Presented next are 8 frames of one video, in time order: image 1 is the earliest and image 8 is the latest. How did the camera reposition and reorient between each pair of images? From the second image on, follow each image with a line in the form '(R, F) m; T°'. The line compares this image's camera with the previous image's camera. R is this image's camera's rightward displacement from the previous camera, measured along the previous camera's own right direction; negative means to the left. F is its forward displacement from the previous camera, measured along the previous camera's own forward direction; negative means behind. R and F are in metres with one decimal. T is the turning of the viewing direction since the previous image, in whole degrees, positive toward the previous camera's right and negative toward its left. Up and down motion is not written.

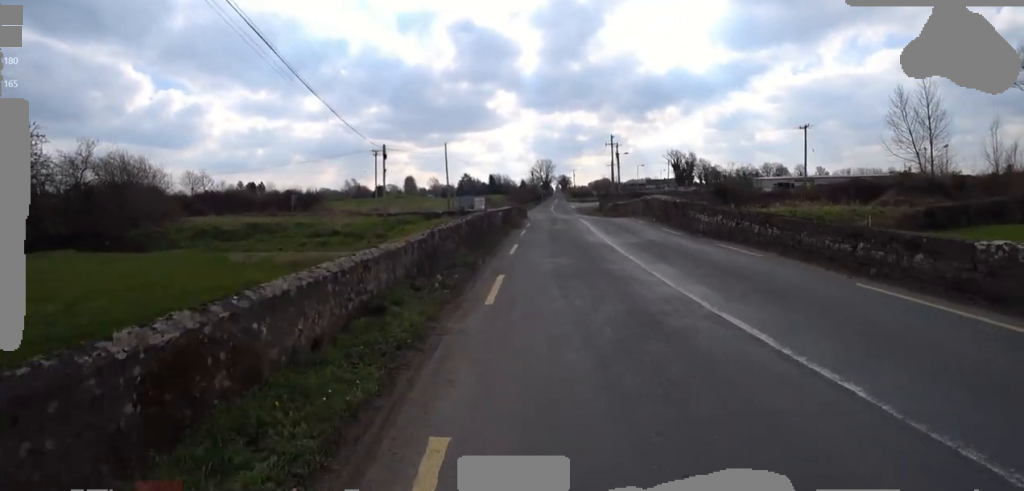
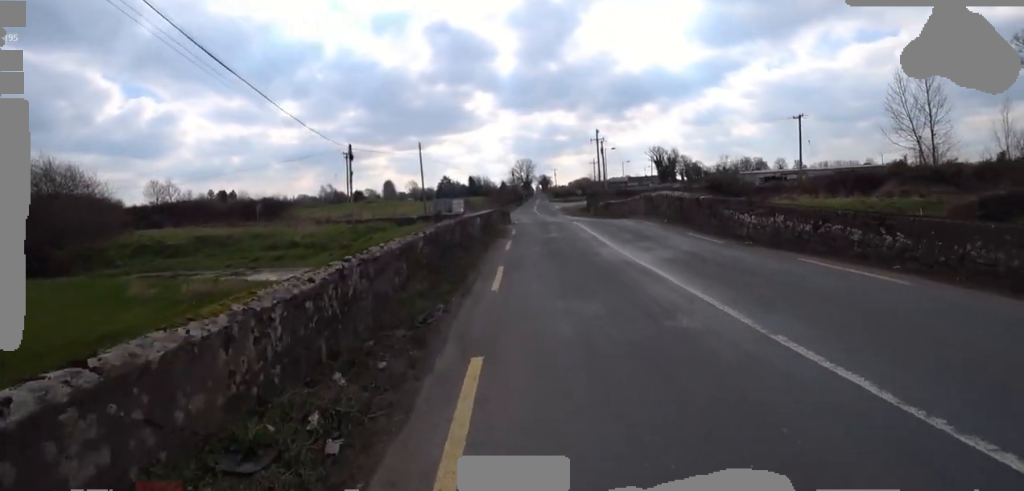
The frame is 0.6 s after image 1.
(+0.3, +3.5) m; +3°
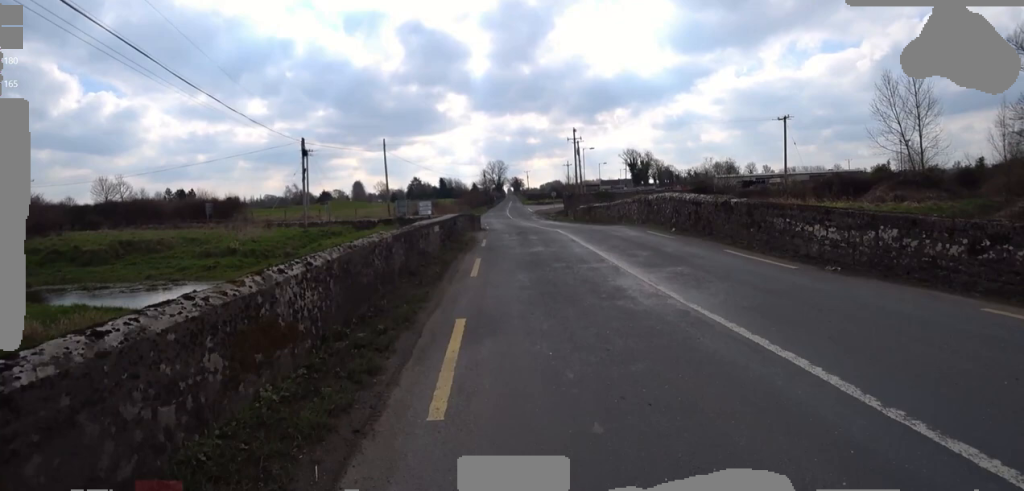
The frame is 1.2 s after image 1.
(+0.3, +3.4) m; +1°
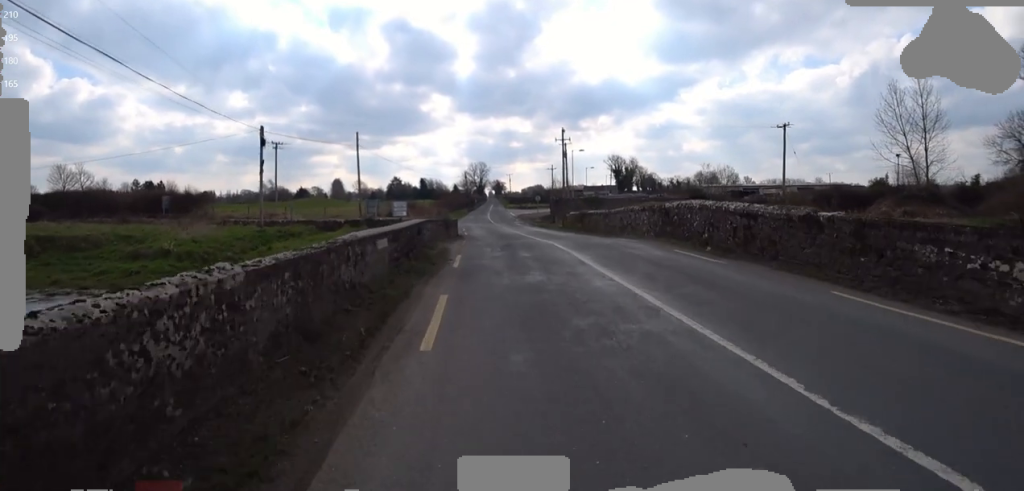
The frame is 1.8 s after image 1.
(-0.3, +3.2) m; -4°
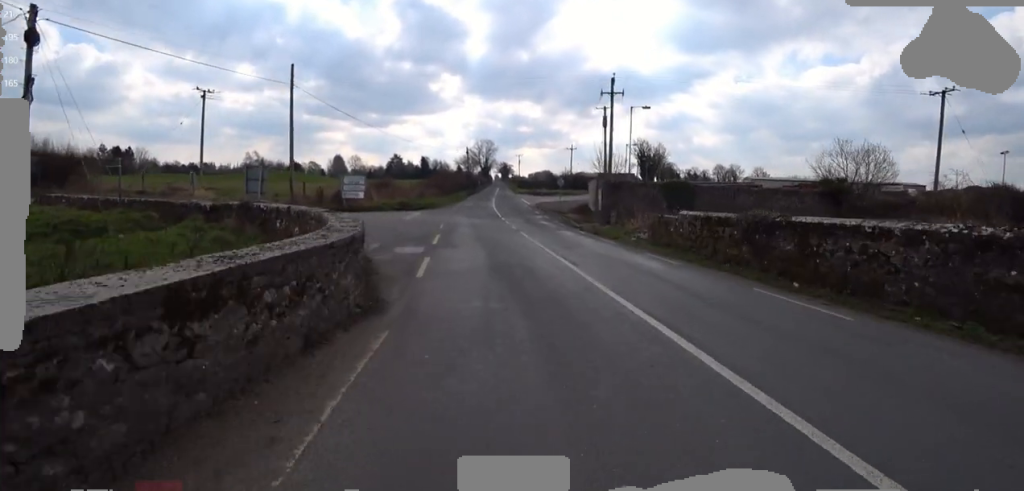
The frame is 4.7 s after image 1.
(-2.2, +15.4) m; -24°
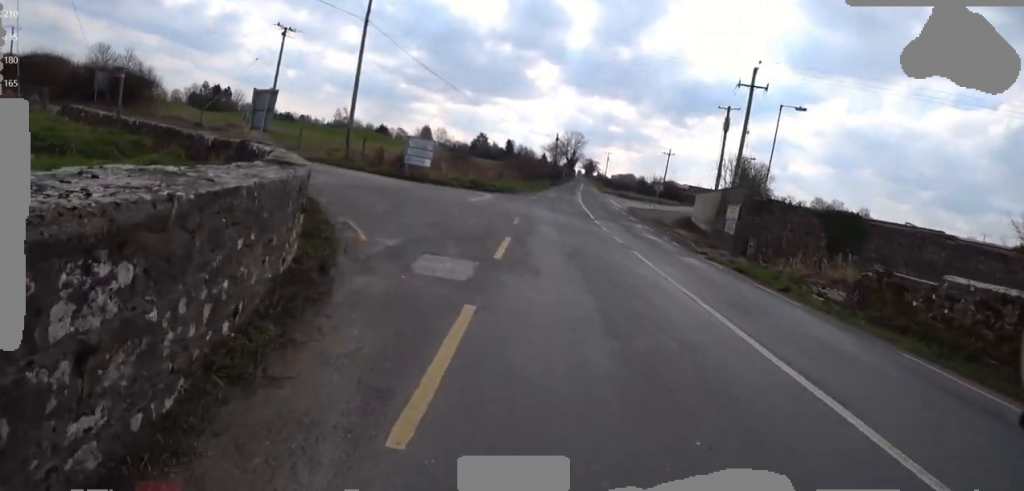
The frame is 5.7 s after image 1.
(-0.6, +5.2) m; -8°
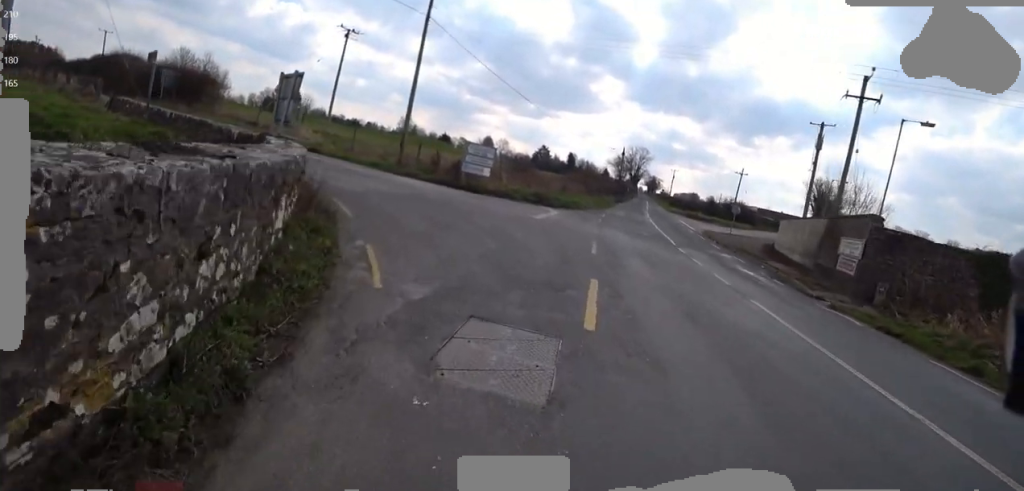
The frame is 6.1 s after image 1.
(-0.1, +2.3) m; -2°
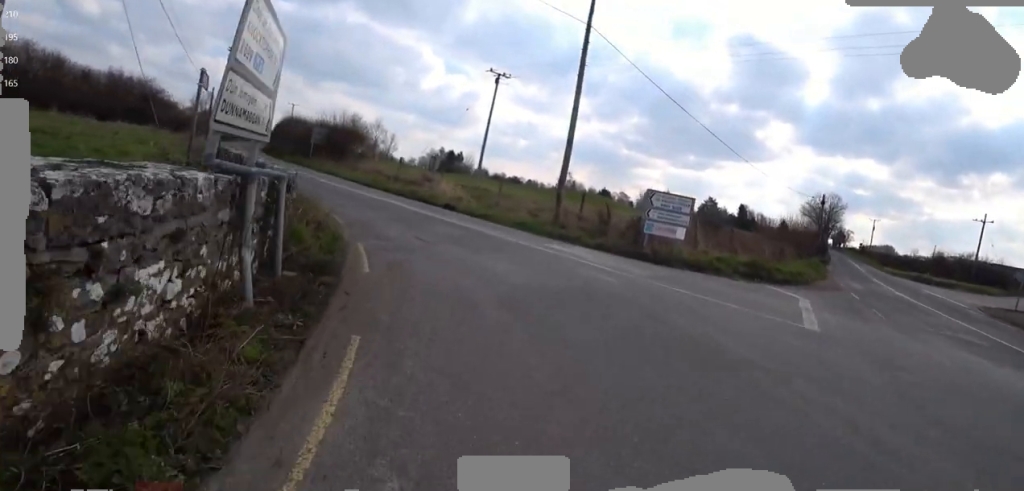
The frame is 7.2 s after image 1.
(0.0, +6.0) m; -14°
